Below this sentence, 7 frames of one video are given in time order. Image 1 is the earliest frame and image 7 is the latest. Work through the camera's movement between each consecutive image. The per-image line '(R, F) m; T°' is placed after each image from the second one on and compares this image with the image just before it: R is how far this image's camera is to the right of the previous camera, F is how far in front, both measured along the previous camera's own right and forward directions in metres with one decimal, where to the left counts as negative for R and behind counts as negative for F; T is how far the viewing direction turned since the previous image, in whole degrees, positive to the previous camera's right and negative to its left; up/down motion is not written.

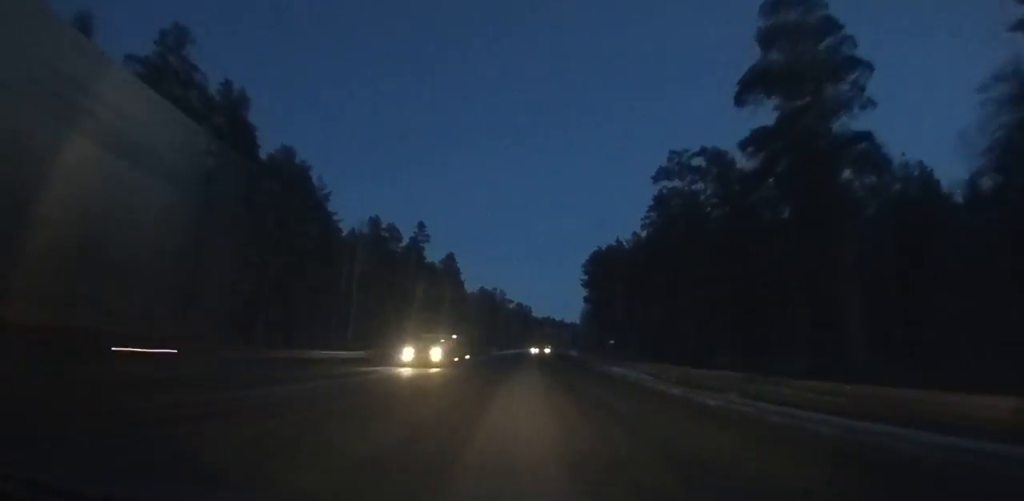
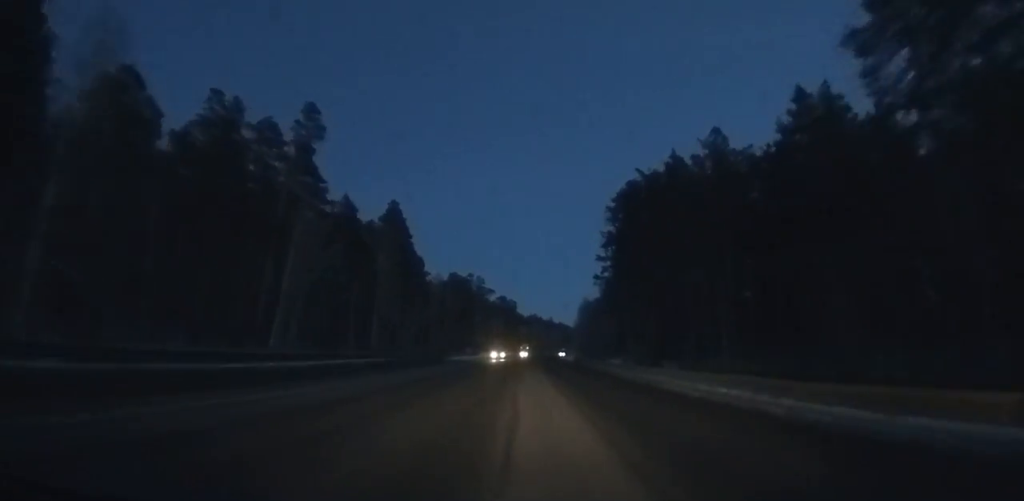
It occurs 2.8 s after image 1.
(+0.3, +54.6) m; +1°
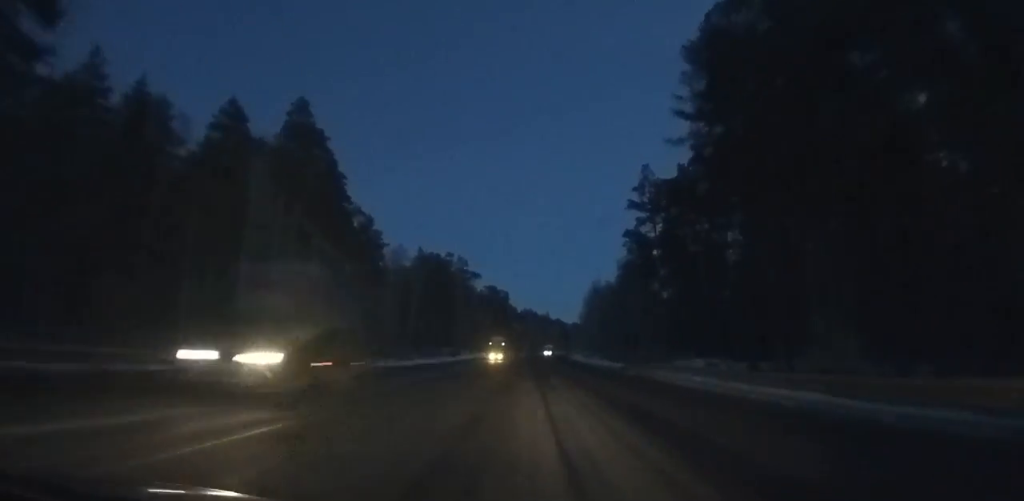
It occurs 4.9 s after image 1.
(+0.5, +41.2) m; +1°
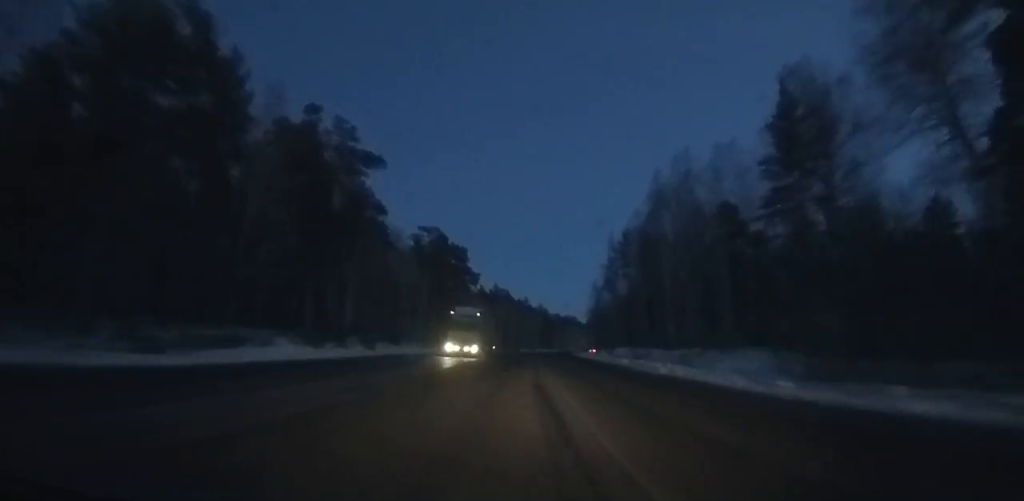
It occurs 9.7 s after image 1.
(+2.4, +94.2) m; +3°
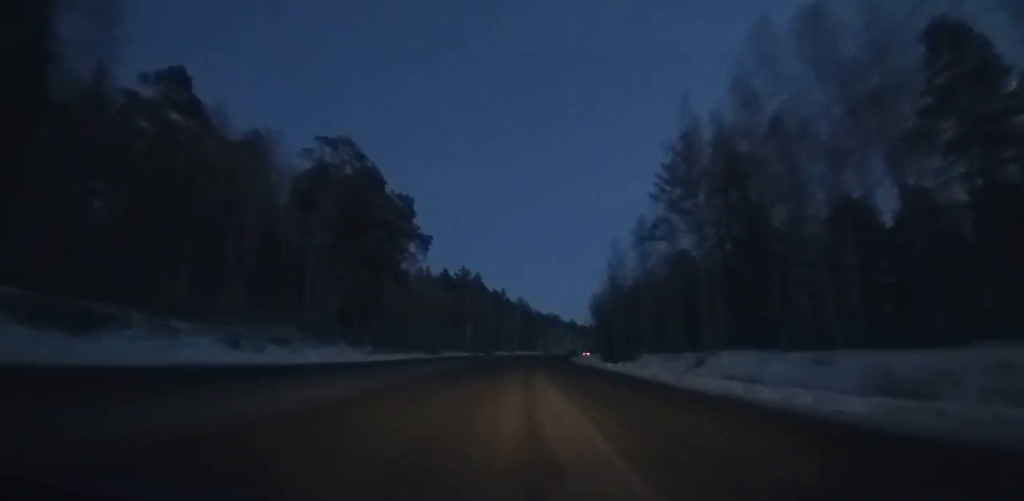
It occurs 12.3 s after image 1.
(+0.7, +51.0) m; +2°
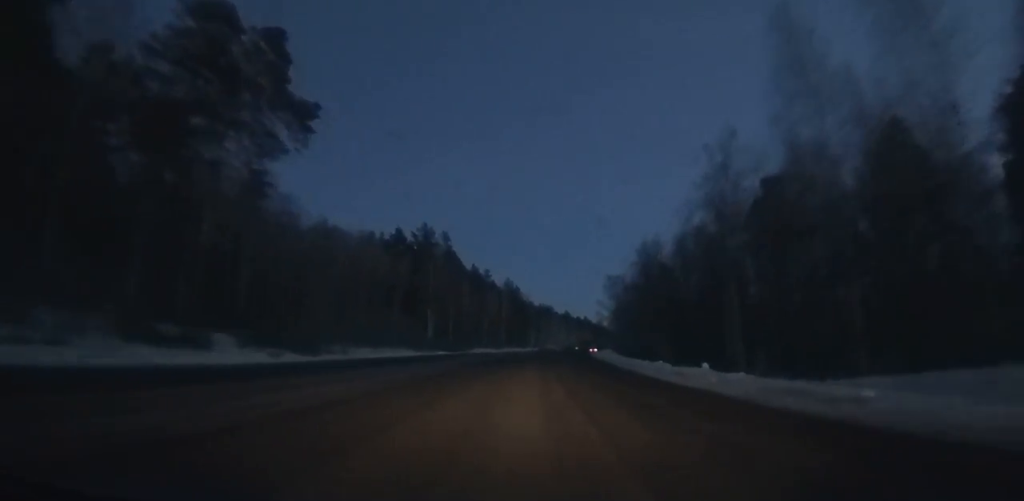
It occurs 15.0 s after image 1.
(+0.6, +52.8) m; +2°
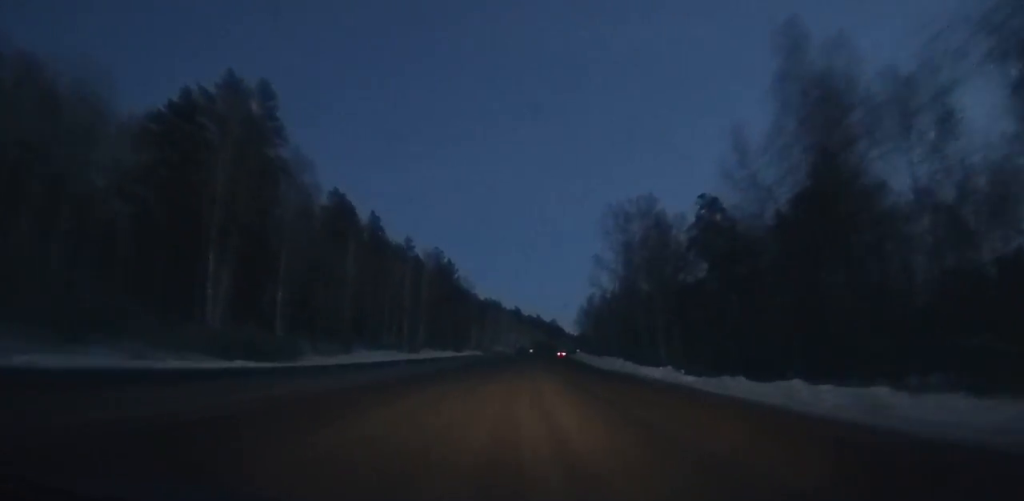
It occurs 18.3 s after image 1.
(+2.3, +64.6) m; +4°
